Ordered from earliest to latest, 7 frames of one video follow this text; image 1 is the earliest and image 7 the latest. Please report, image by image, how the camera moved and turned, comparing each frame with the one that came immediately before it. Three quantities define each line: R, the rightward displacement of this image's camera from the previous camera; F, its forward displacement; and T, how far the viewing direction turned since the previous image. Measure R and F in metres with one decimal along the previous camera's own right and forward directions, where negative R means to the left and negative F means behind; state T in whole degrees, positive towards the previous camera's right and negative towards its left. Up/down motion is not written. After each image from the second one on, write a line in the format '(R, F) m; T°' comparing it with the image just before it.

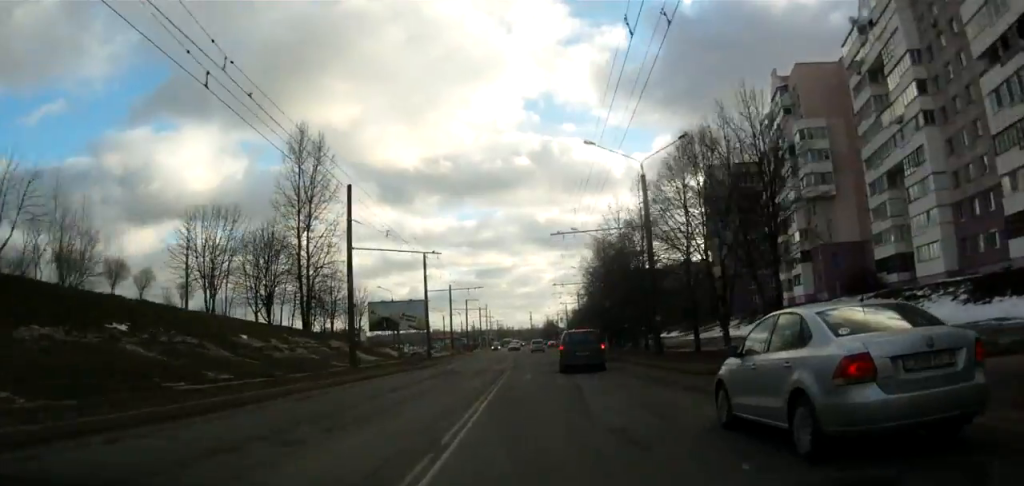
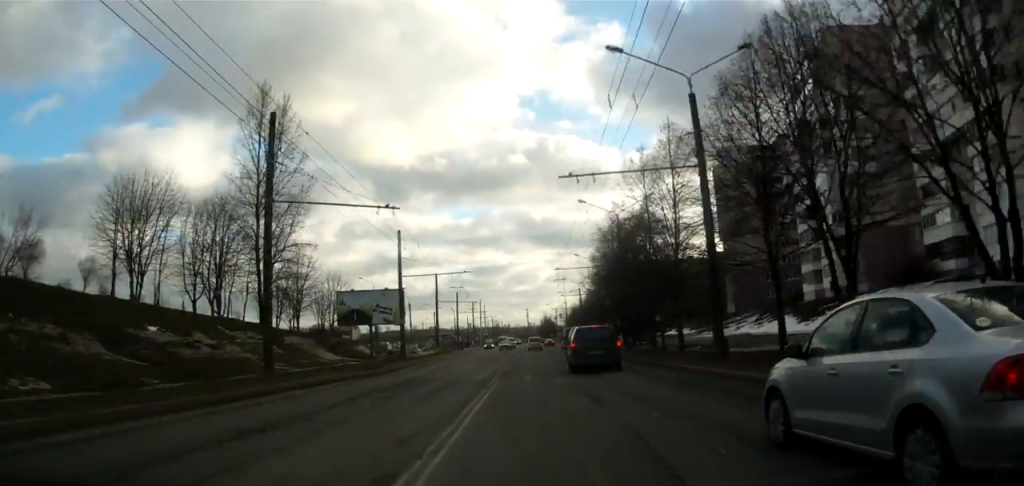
(0.0, +10.6) m; 0°
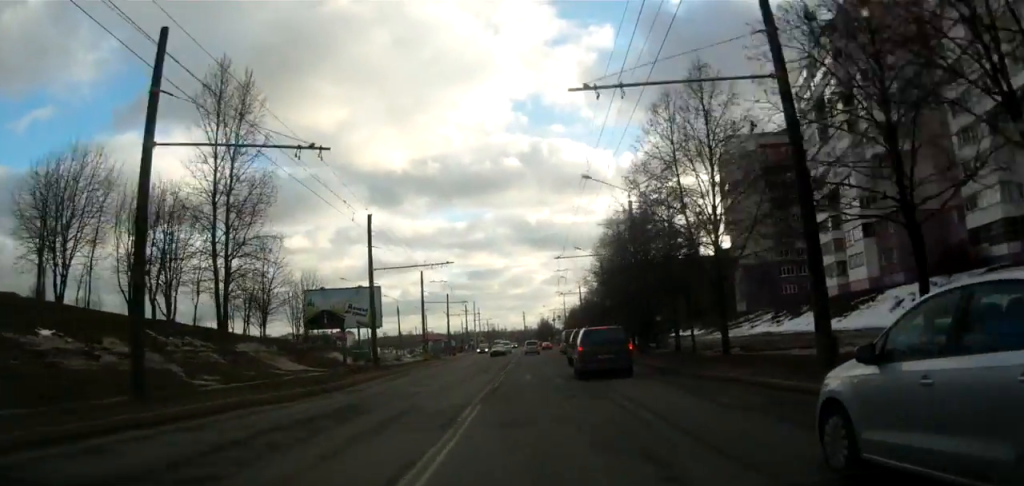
(0.0, +7.4) m; 0°
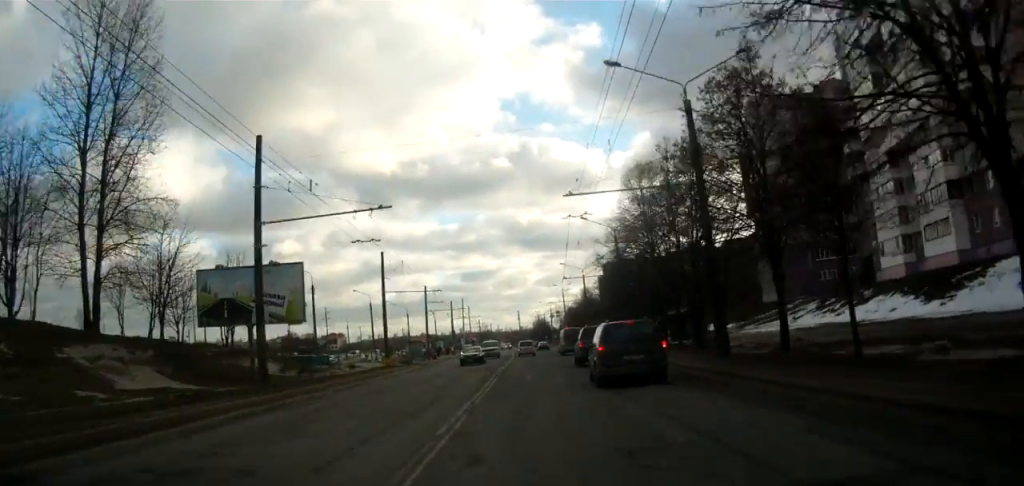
(0.0, +16.7) m; +1°
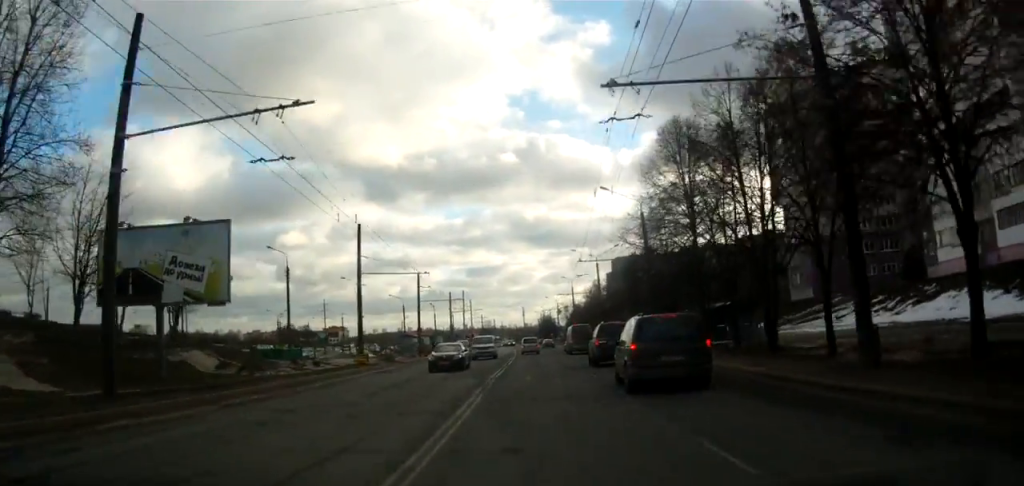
(+0.2, +9.8) m; 0°
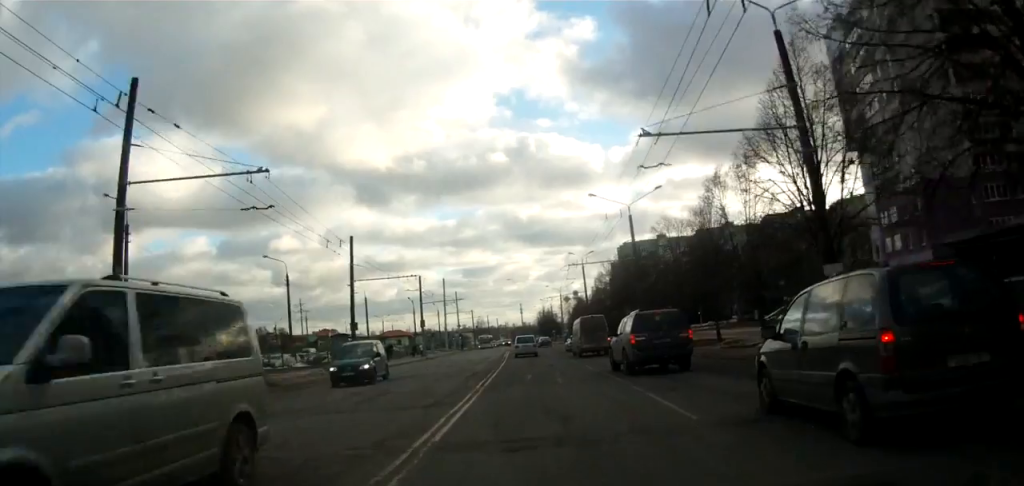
(-0.1, +27.2) m; 0°
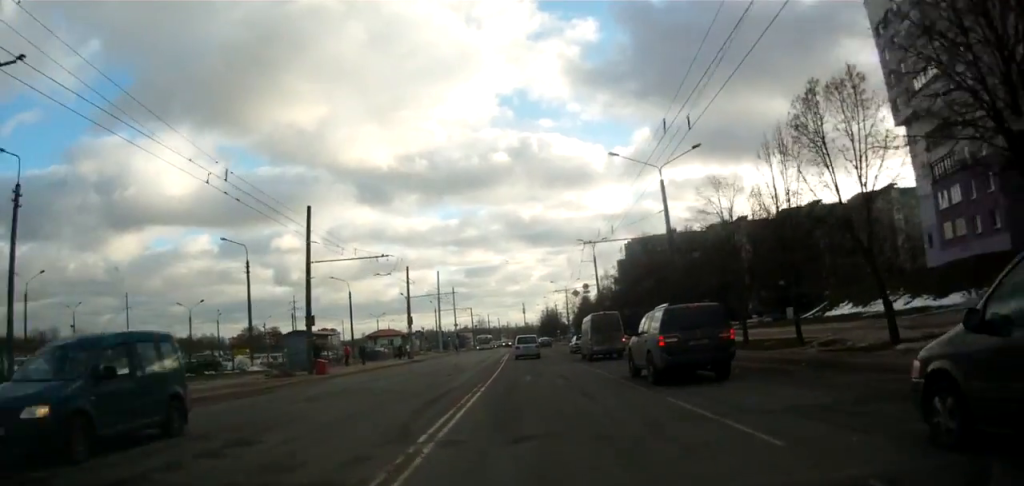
(+0.2, +10.1) m; 0°
